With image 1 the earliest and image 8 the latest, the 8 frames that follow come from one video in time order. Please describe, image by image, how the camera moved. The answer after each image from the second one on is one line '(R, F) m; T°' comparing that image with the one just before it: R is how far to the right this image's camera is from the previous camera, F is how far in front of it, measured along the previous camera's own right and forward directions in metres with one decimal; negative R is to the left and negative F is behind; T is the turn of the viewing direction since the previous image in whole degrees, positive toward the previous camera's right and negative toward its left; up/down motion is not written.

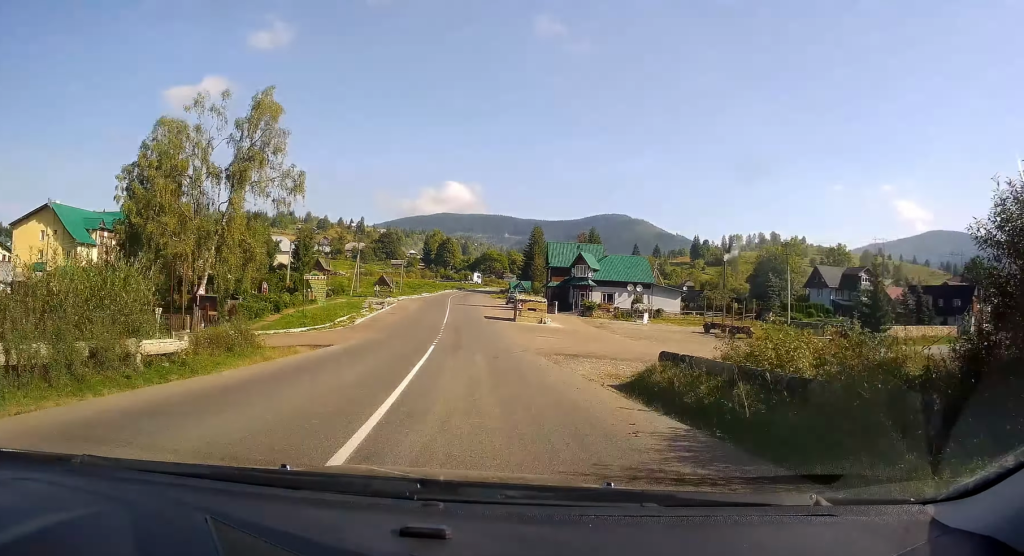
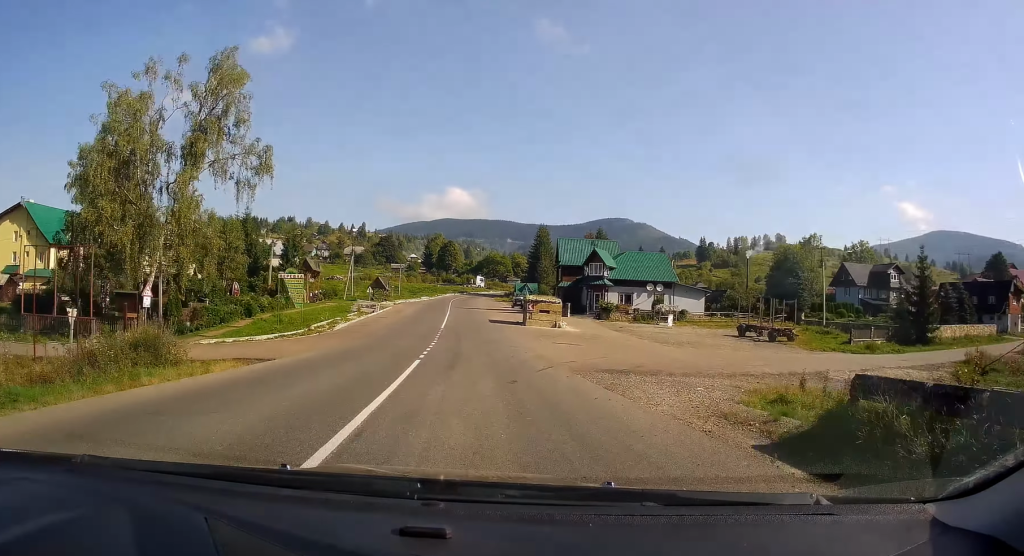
(0.0, +8.4) m; -1°
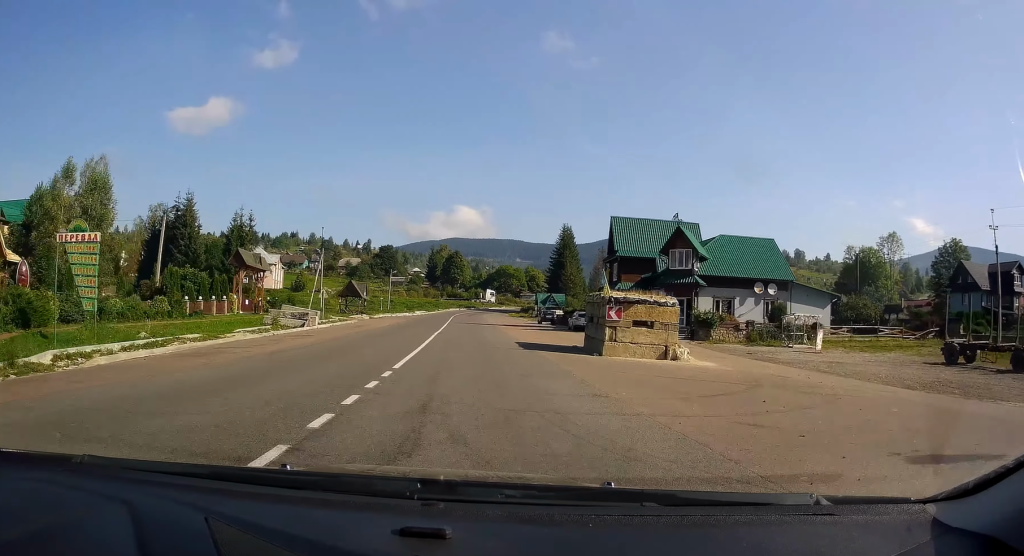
(-0.7, +26.6) m; -3°
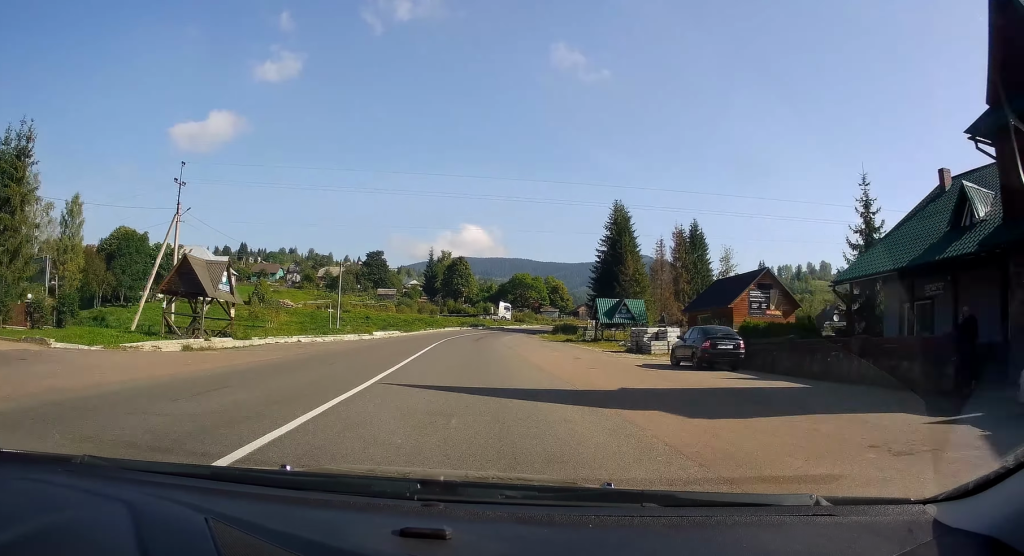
(-1.0, +41.3) m; -1°
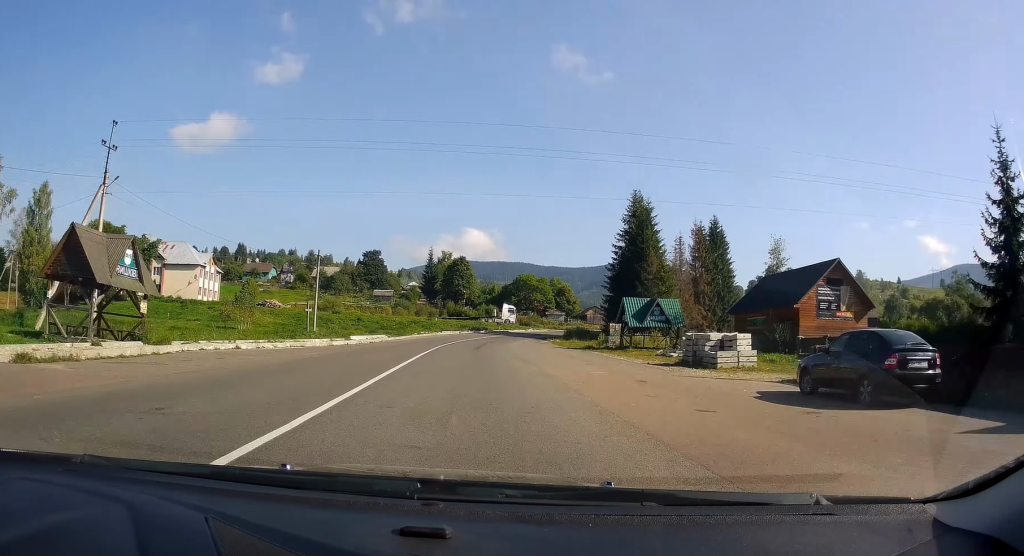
(0.0, +9.1) m; 0°
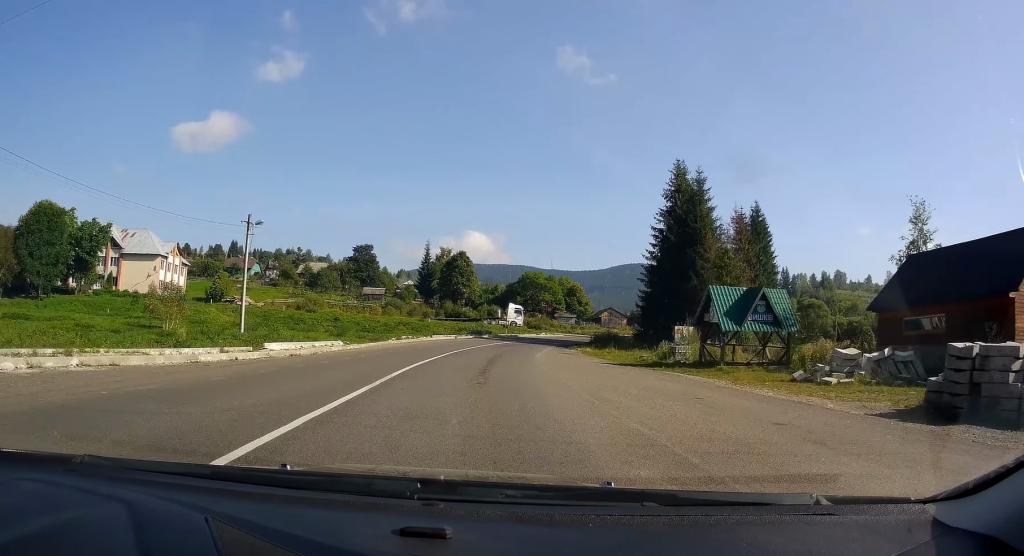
(+0.2, +16.5) m; +1°
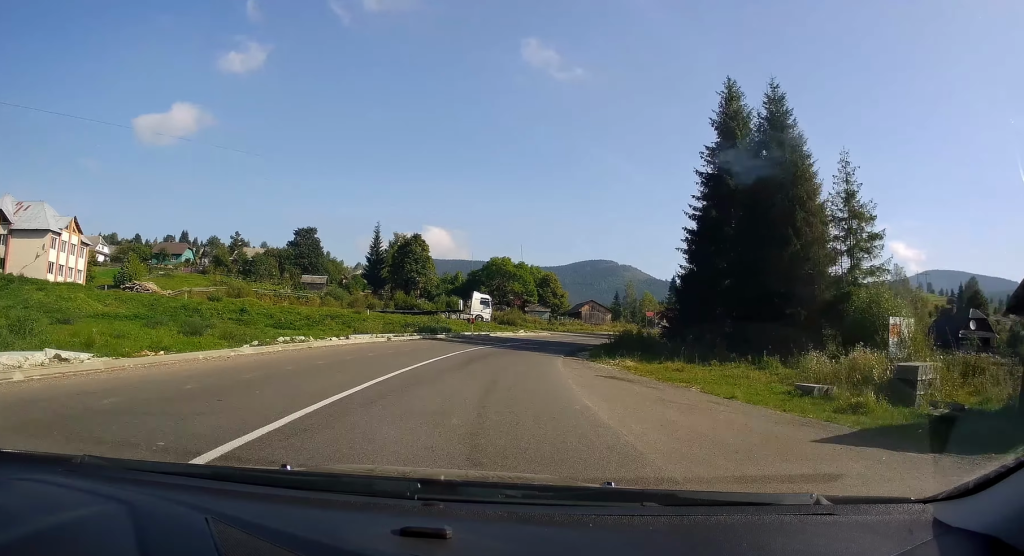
(+0.3, +21.2) m; +4°
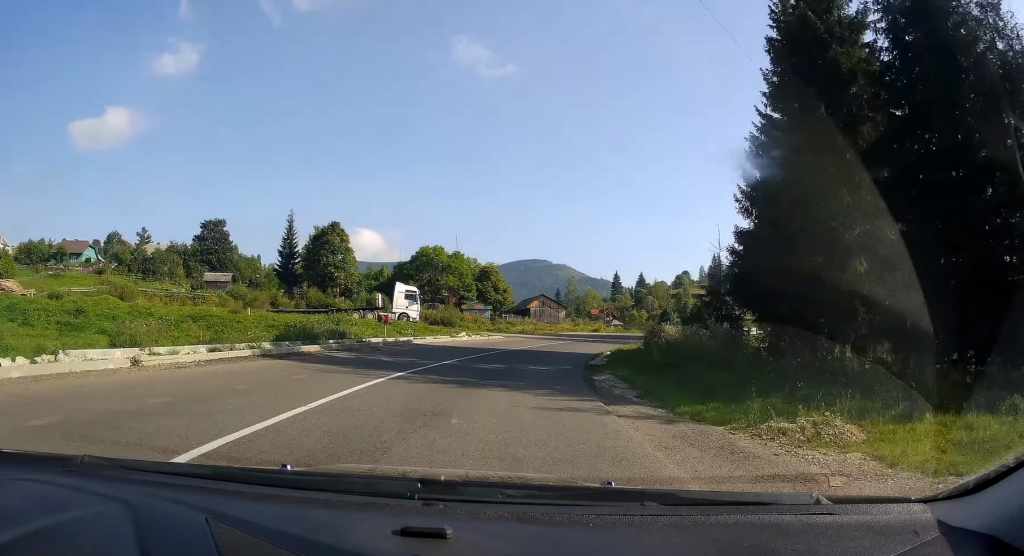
(+1.2, +17.4) m; +8°
